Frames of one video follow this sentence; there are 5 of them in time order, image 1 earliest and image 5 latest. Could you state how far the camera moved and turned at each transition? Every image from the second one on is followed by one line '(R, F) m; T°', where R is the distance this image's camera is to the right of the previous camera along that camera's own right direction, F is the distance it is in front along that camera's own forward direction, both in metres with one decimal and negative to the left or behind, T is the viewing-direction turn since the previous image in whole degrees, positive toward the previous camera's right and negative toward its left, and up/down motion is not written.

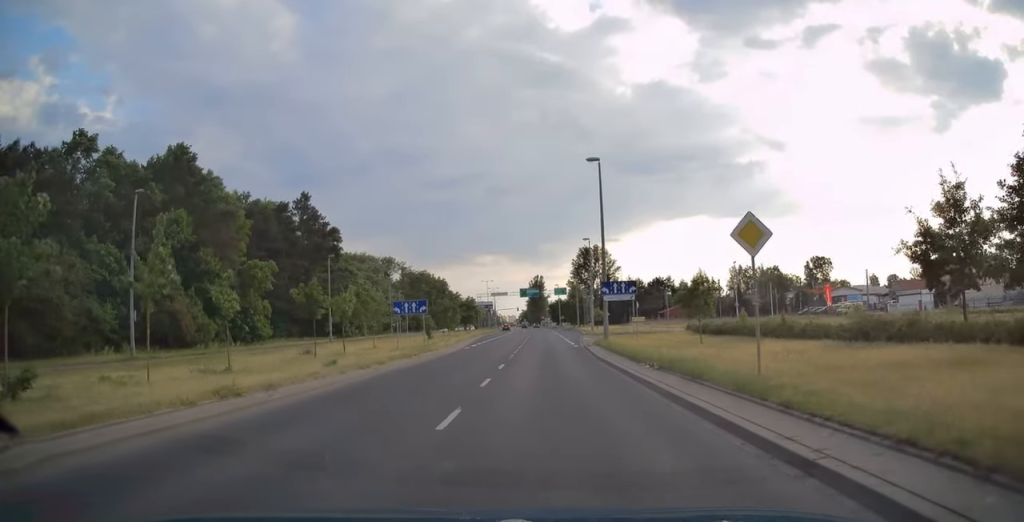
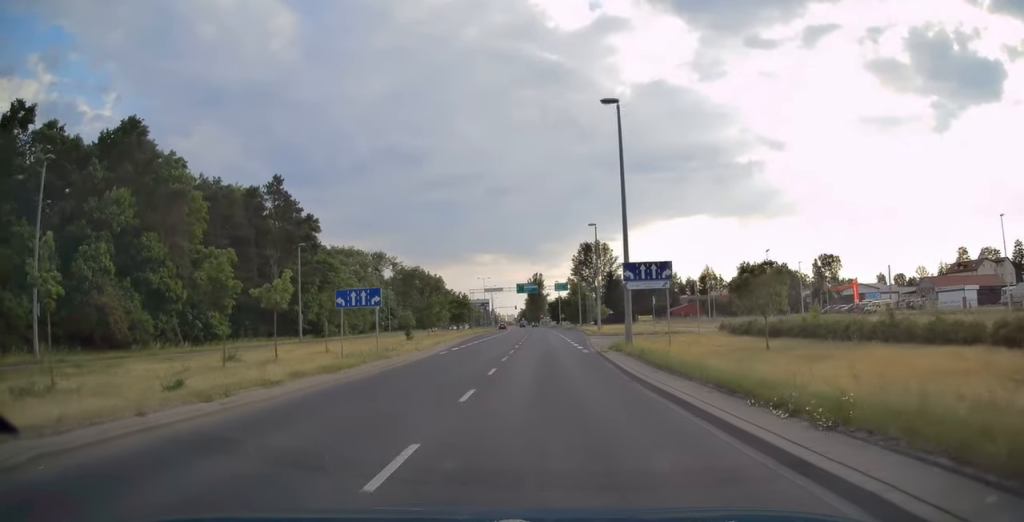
(-0.1, +9.0) m; 0°
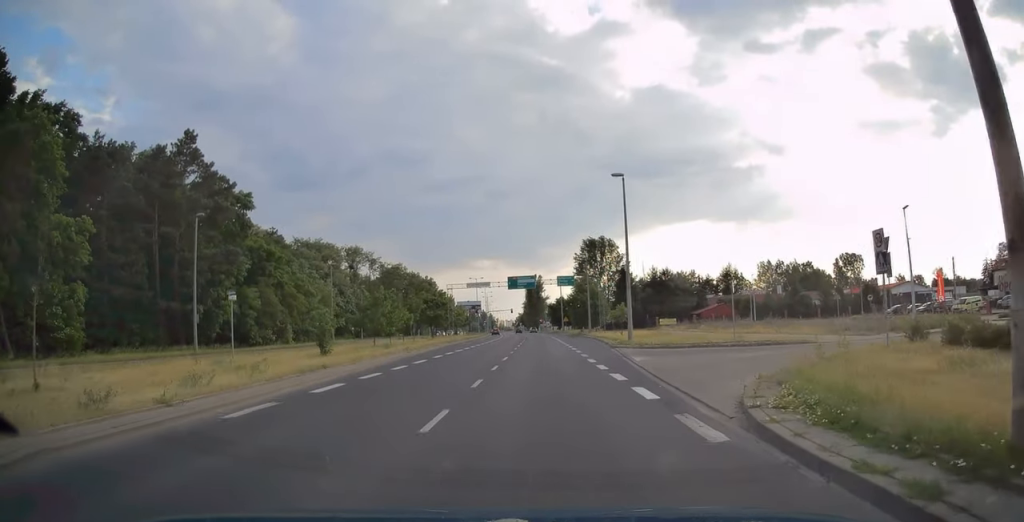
(+0.5, +20.6) m; +1°
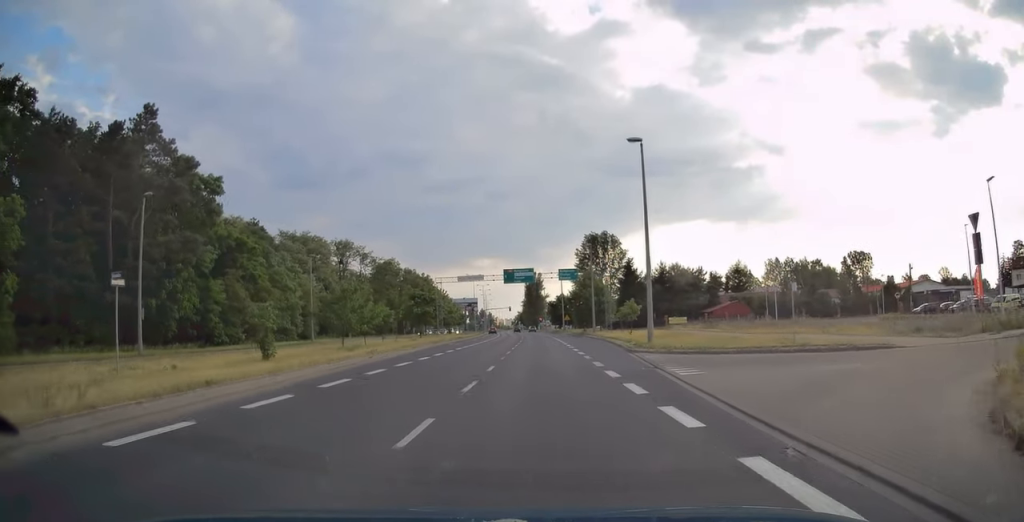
(0.0, +7.1) m; 0°
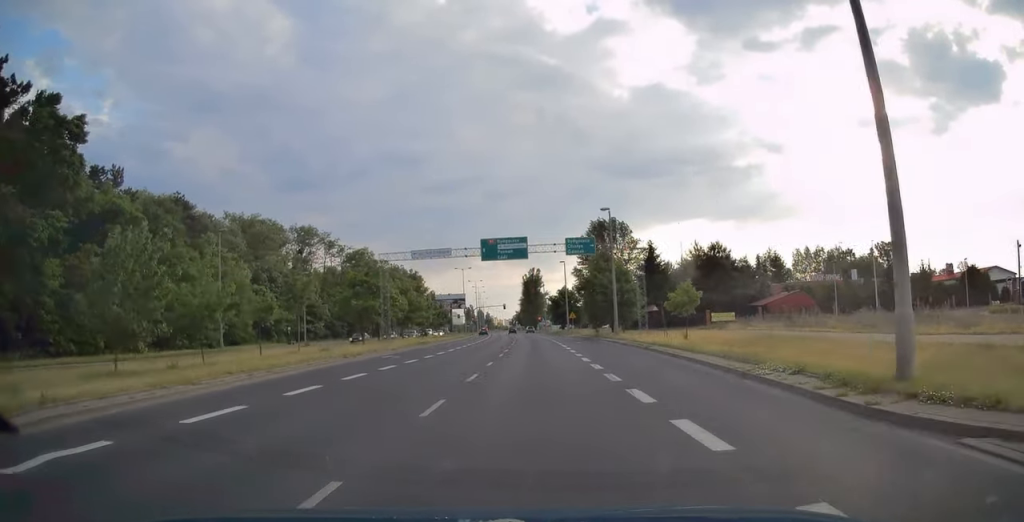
(-0.1, +21.6) m; 0°
